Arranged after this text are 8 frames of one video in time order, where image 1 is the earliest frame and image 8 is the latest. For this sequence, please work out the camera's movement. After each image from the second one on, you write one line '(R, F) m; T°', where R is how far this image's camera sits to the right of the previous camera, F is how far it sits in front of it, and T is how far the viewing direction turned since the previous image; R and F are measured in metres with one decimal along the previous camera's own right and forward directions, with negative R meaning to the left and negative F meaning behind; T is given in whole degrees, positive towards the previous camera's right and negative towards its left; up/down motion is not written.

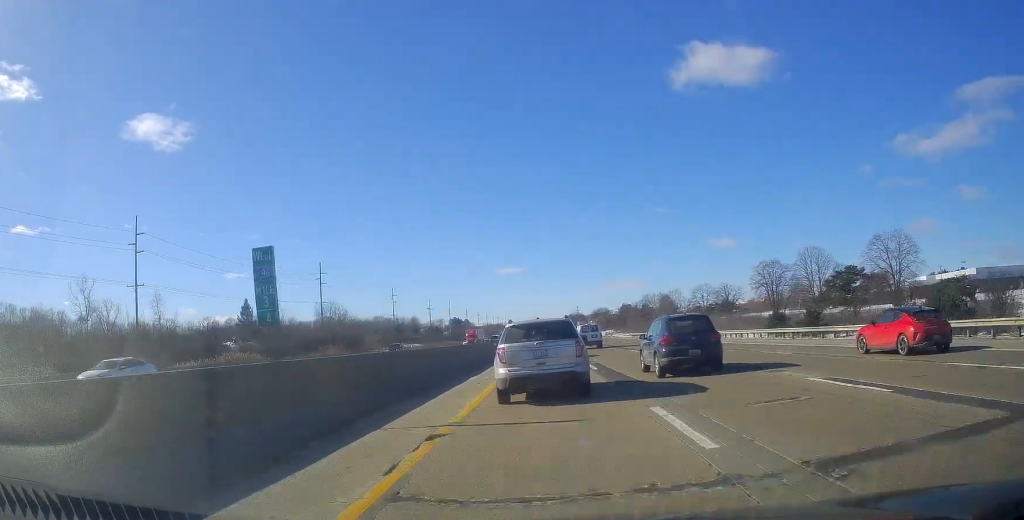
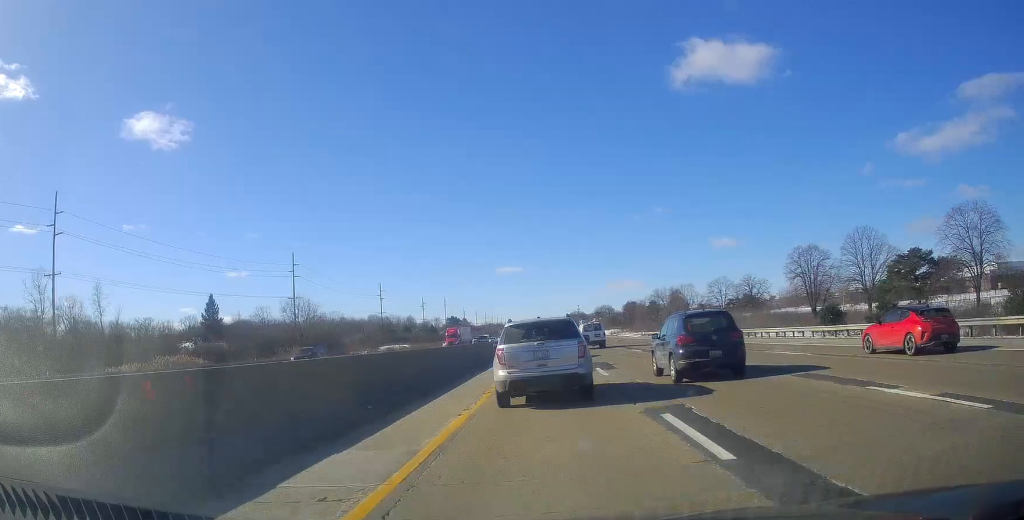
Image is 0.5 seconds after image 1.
(-0.3, +17.2) m; 0°
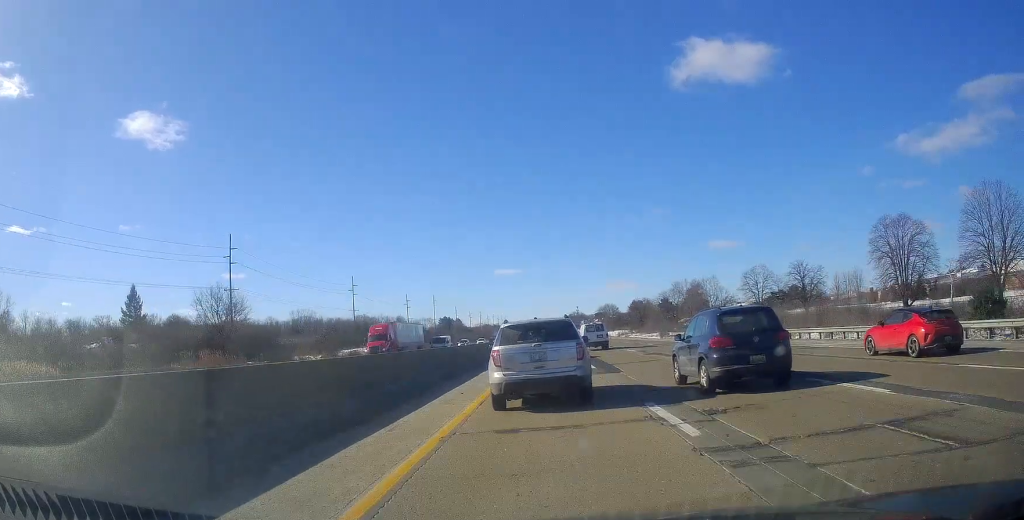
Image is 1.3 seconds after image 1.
(+0.1, +28.0) m; 0°
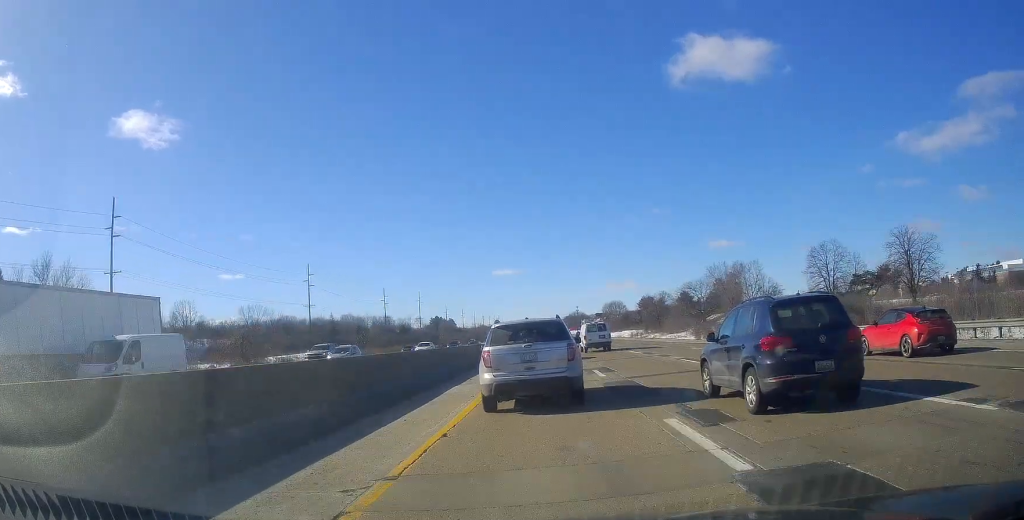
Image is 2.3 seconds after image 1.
(-0.1, +32.8) m; 0°
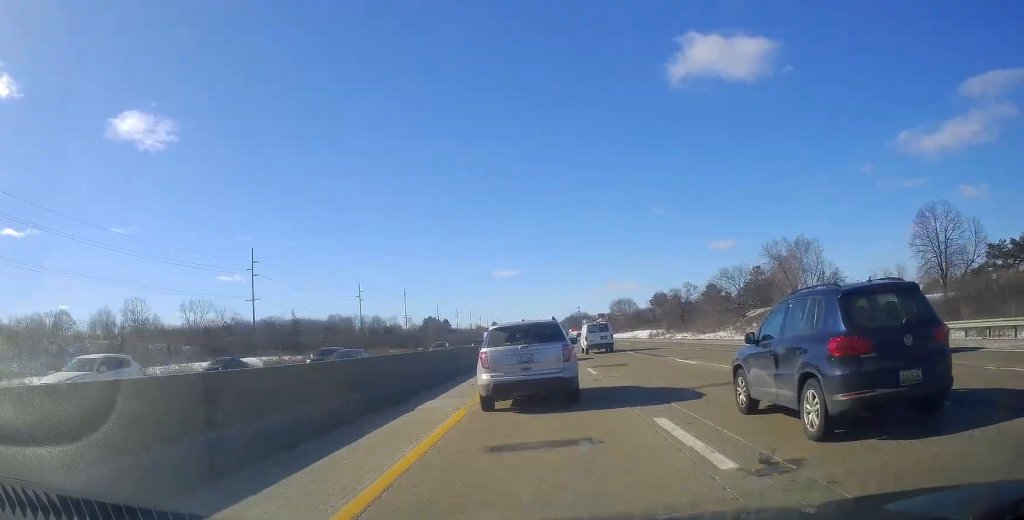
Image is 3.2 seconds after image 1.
(0.0, +29.3) m; 0°
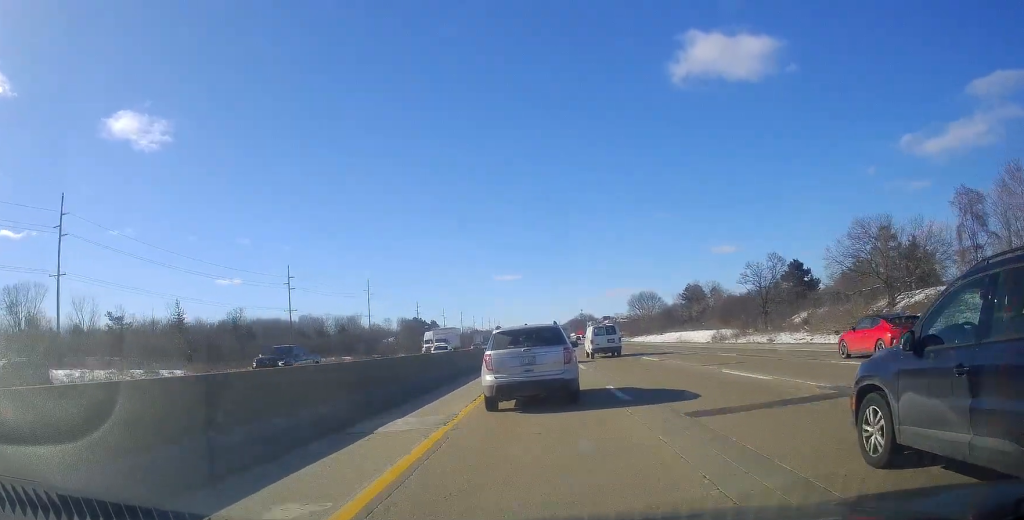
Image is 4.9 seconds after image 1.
(+0.4, +53.3) m; 0°
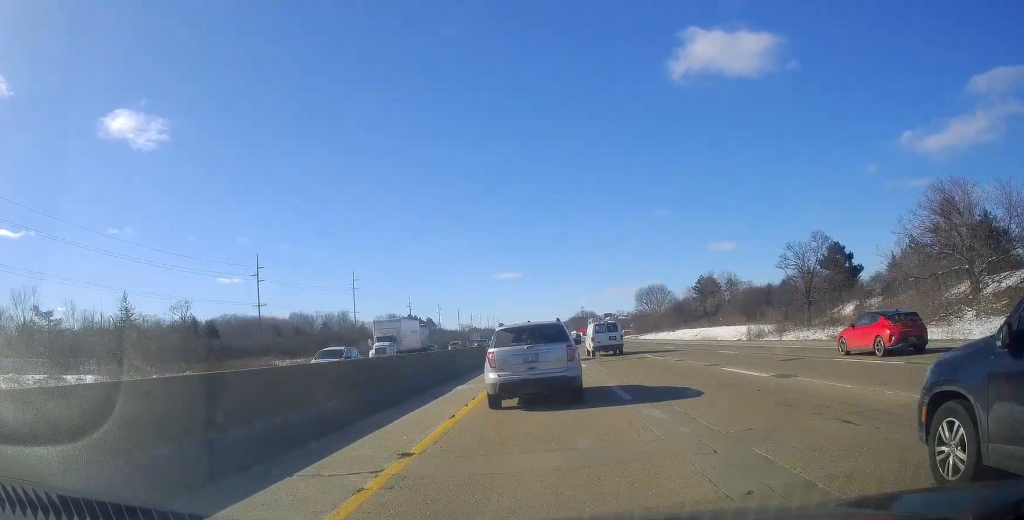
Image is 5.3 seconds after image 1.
(0.0, +15.3) m; 0°
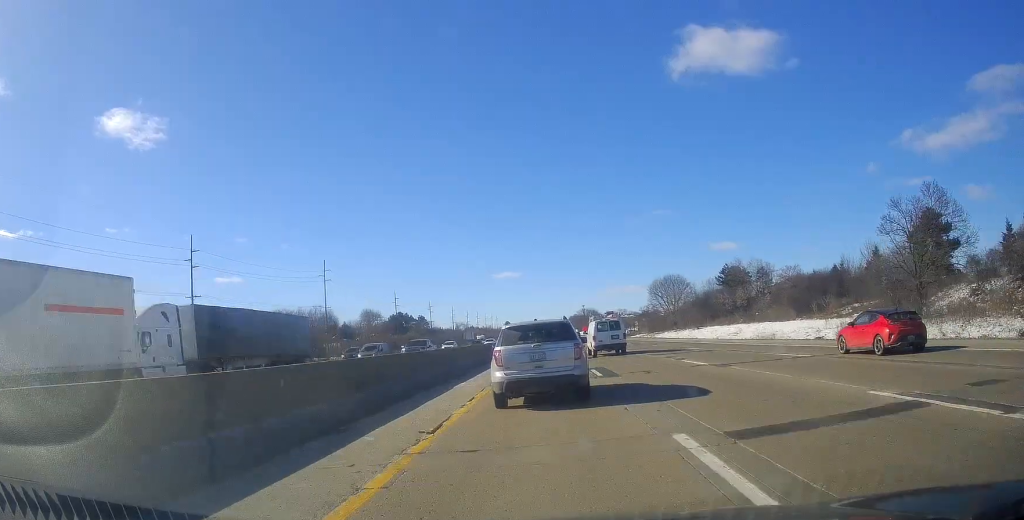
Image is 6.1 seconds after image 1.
(0.0, +24.1) m; 0°
